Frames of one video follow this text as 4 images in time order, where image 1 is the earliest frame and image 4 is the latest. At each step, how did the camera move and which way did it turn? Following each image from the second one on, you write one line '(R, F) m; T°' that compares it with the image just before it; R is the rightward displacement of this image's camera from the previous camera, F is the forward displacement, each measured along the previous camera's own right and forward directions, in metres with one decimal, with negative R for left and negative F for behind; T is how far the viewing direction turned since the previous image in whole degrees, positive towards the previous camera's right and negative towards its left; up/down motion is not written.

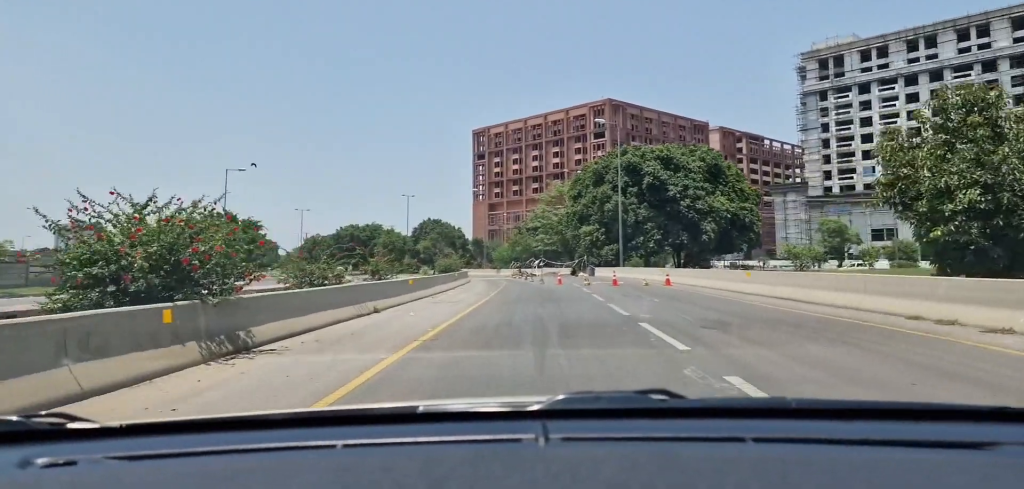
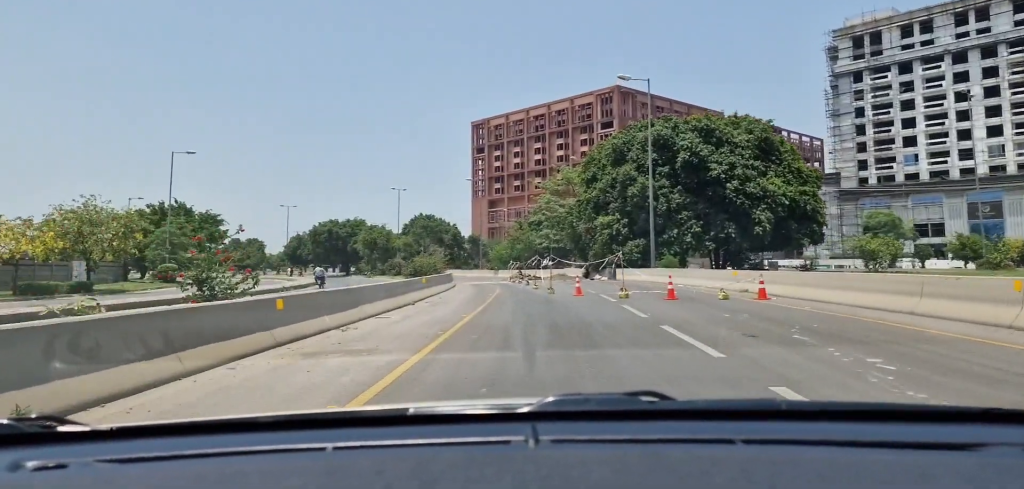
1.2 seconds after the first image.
(+0.3, +12.0) m; 0°
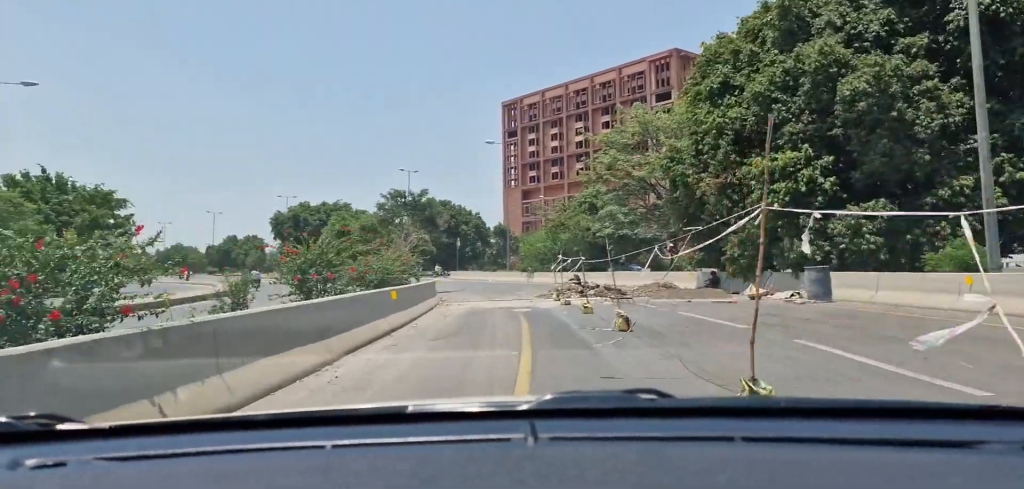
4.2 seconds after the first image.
(-1.9, +24.5) m; -6°
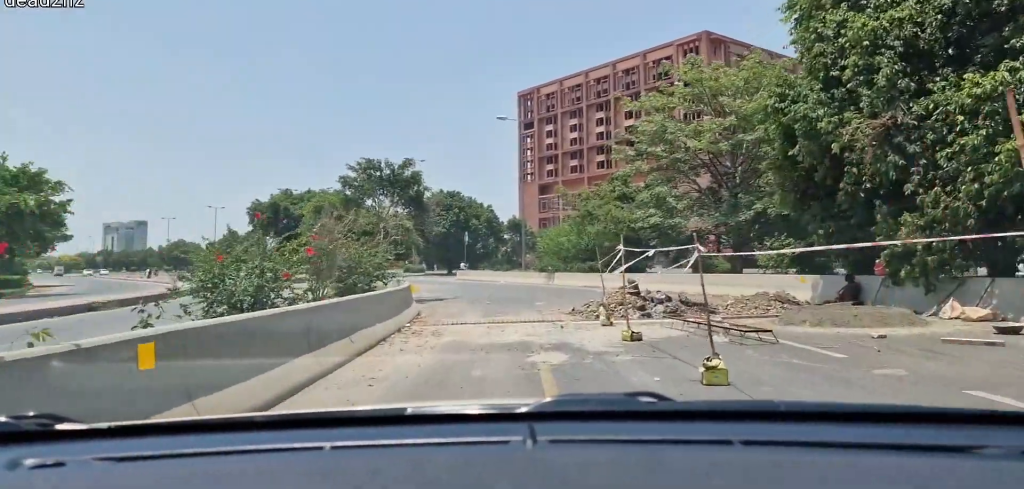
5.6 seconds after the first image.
(+0.2, +8.1) m; -3°
